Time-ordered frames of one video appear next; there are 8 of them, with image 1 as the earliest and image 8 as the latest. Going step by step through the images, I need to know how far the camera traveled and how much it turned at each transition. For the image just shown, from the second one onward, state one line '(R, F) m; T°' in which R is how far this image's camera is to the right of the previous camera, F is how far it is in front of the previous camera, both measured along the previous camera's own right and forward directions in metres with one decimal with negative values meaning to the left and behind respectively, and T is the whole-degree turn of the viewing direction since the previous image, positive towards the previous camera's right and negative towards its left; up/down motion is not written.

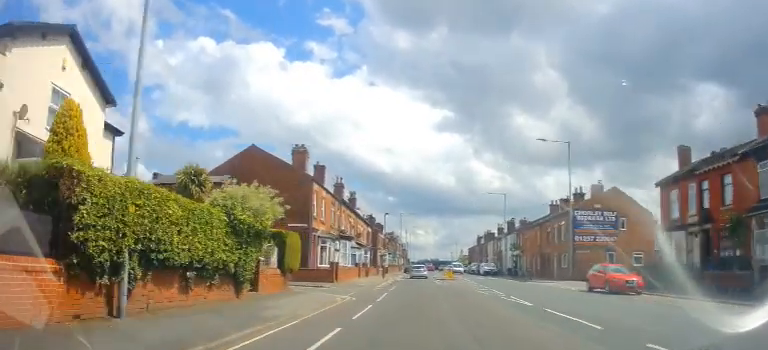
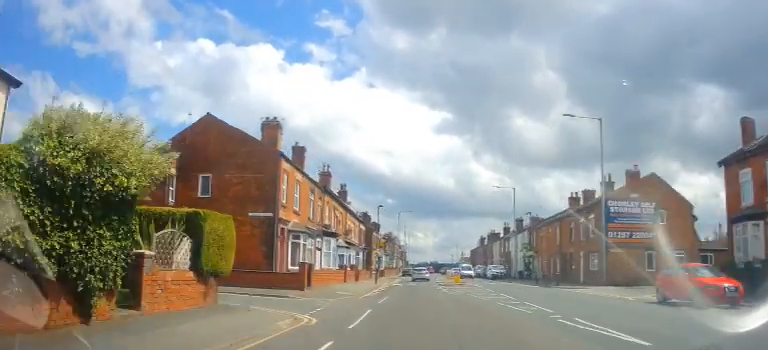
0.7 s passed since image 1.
(-0.4, +7.6) m; -1°
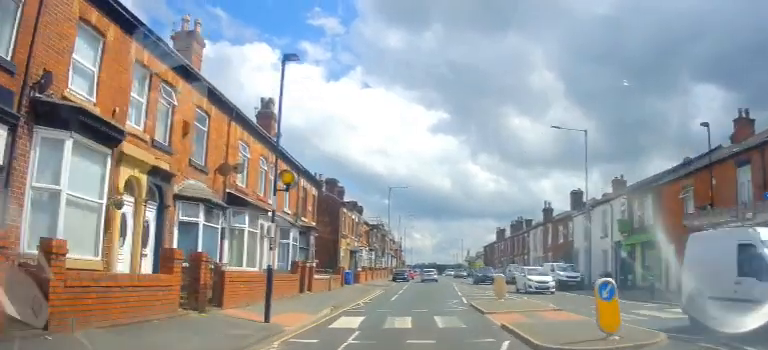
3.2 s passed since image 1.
(+1.4, +28.2) m; +4°
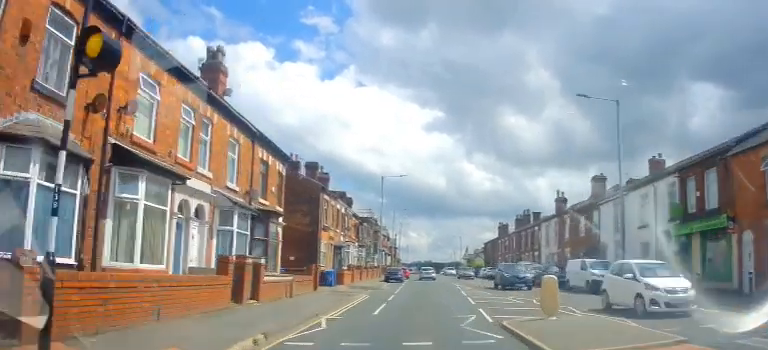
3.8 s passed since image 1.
(0.0, +6.9) m; 0°
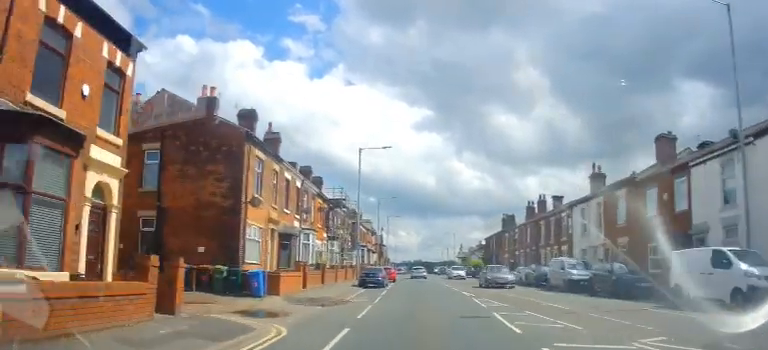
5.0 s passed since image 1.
(+0.1, +13.8) m; -1°
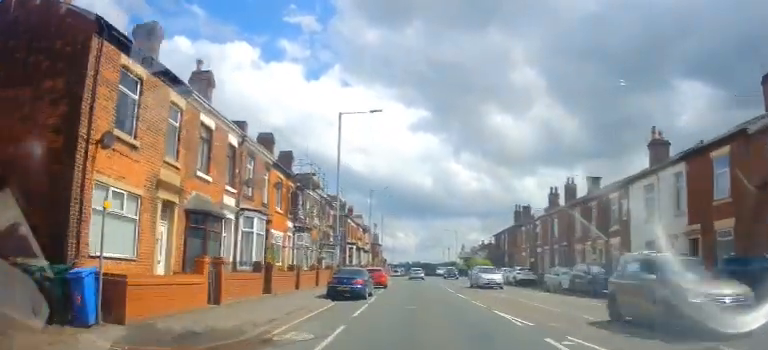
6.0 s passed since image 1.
(-0.1, +10.8) m; 0°
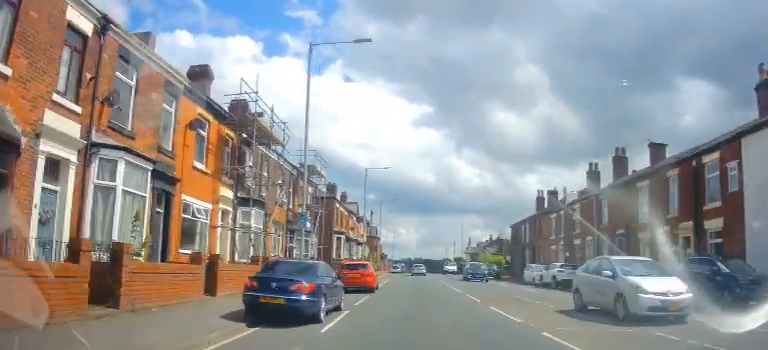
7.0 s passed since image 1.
(+0.2, +10.3) m; -1°
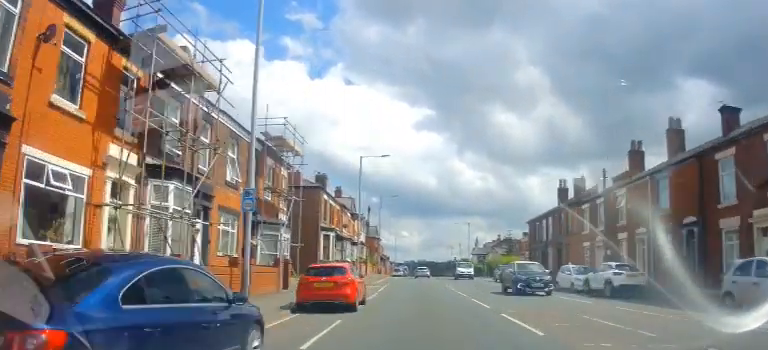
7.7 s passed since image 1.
(-0.4, +7.6) m; -1°
